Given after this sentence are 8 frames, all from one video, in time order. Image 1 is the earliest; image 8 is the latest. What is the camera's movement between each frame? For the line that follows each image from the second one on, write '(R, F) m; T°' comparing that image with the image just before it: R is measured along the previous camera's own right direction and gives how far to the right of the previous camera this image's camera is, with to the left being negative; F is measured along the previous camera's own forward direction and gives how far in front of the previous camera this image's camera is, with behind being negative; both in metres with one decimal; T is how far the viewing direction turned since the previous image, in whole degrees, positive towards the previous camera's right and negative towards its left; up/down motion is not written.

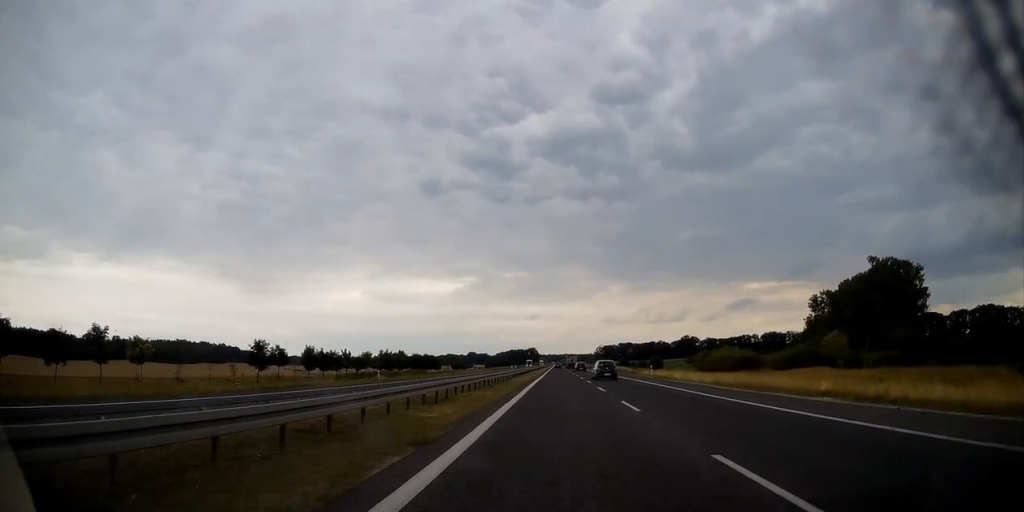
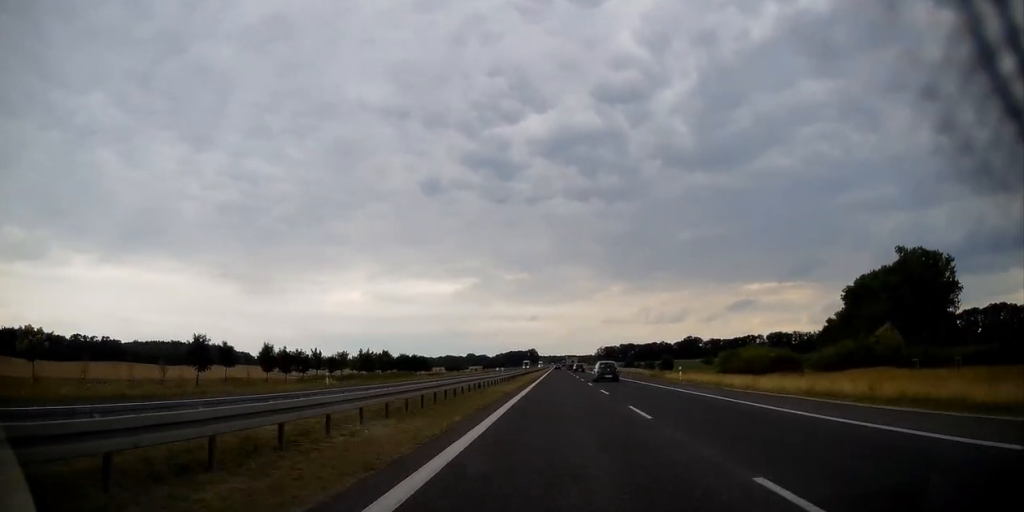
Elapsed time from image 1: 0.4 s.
(0.0, +14.0) m; 0°
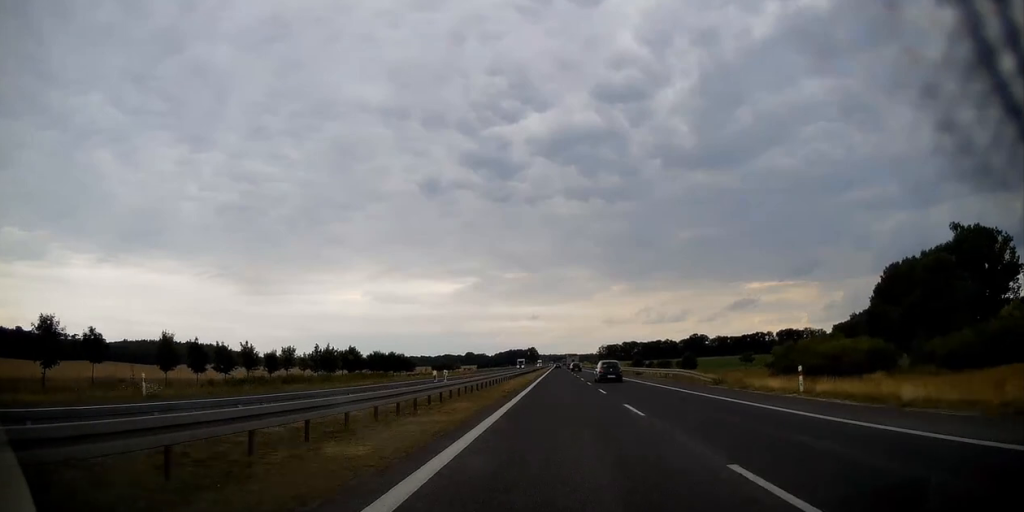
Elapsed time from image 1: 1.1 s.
(0.0, +22.8) m; 0°
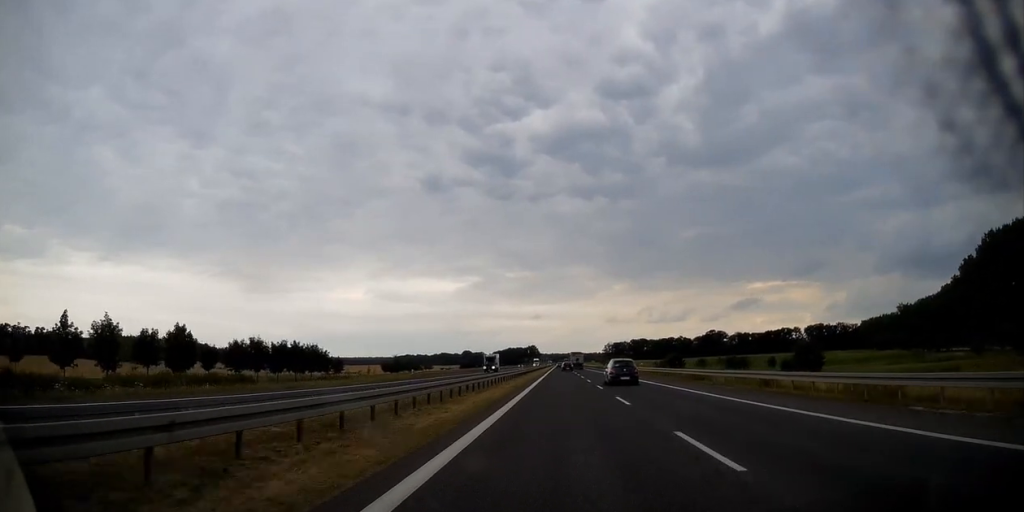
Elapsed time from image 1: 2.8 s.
(-0.3, +55.1) m; 0°
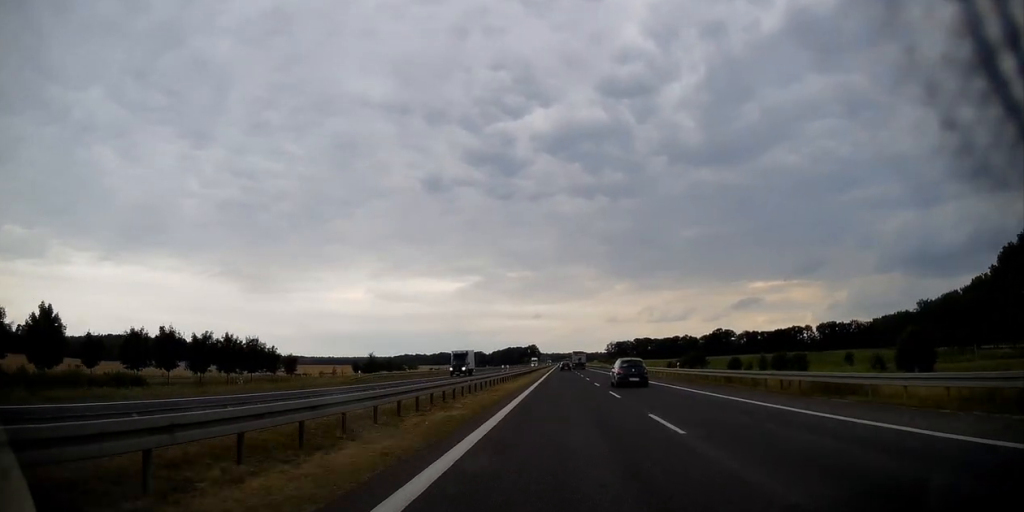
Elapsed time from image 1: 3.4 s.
(0.0, +20.0) m; 0°
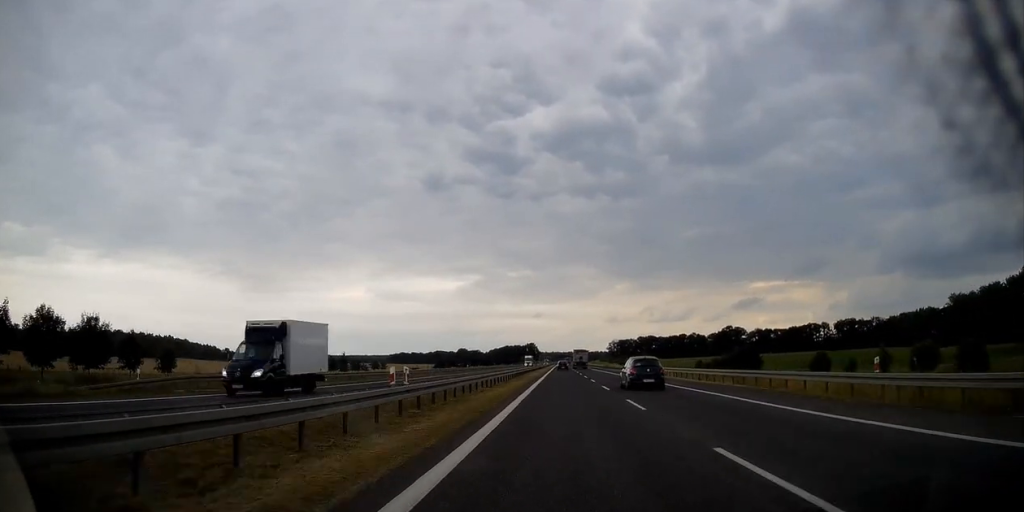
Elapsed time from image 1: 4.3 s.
(0.0, +30.2) m; 0°
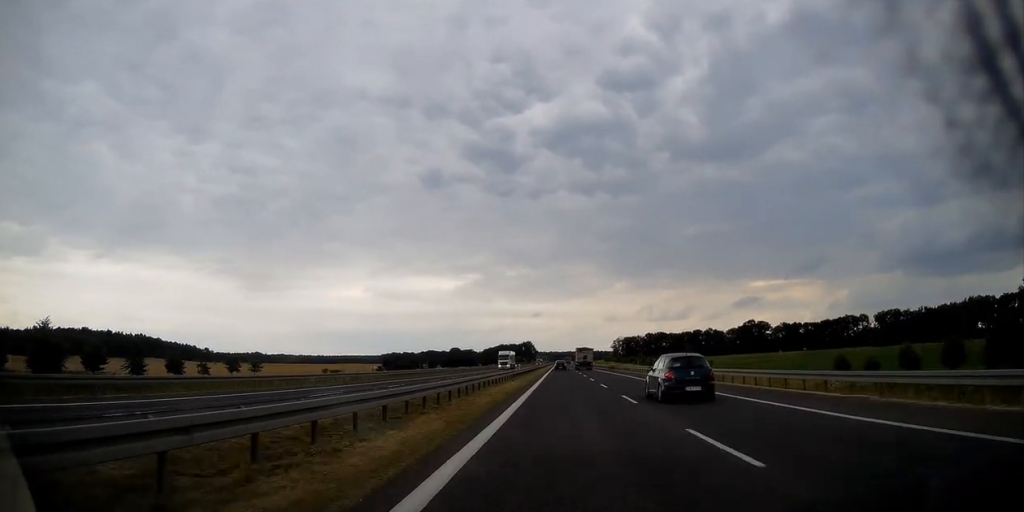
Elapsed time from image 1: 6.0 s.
(+0.1, +57.3) m; 0°
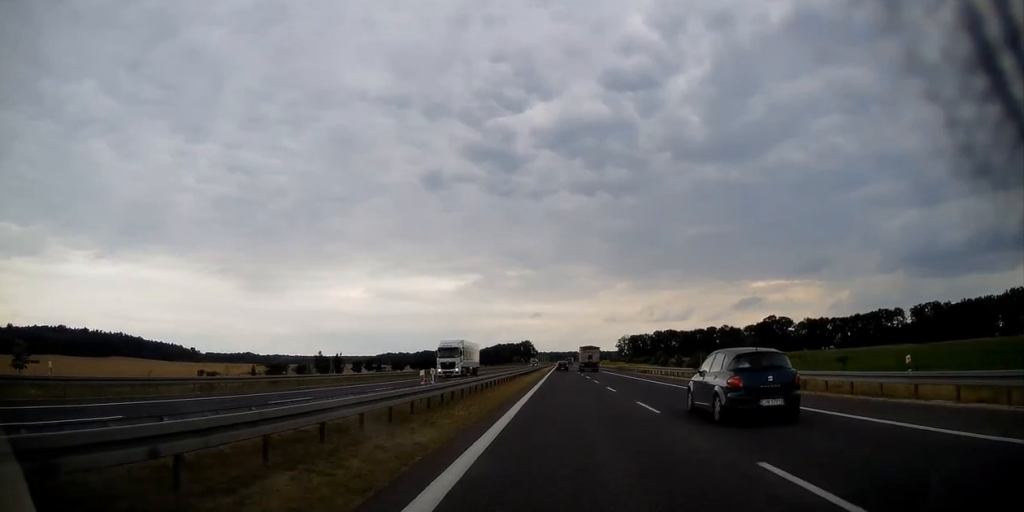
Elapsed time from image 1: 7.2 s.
(+0.1, +39.7) m; 0°
